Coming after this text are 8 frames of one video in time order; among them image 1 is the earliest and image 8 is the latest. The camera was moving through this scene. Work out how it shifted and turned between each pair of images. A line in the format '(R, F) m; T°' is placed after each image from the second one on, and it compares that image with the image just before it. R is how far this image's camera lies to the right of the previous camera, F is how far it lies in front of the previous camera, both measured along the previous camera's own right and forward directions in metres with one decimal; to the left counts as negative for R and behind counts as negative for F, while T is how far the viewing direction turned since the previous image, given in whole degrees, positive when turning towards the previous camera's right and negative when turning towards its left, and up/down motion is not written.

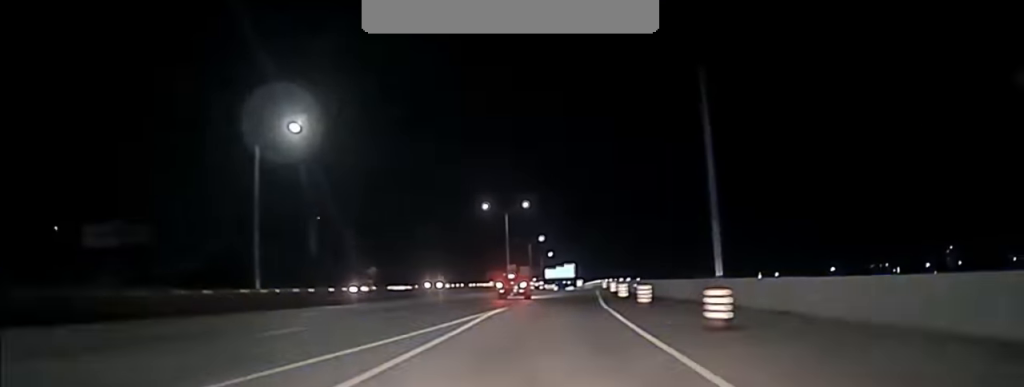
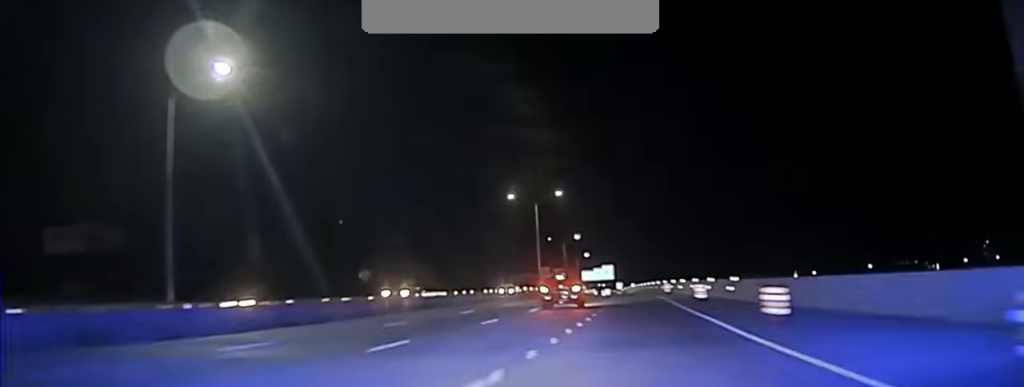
(-0.1, +27.0) m; -1°
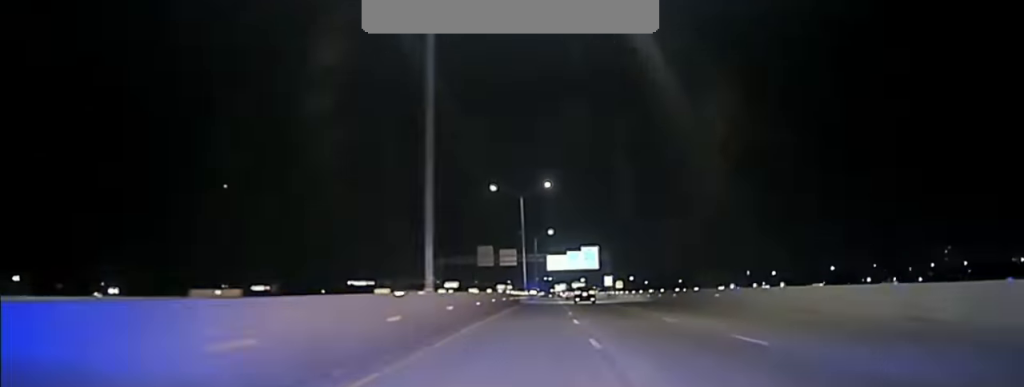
(-0.5, +102.6) m; +2°
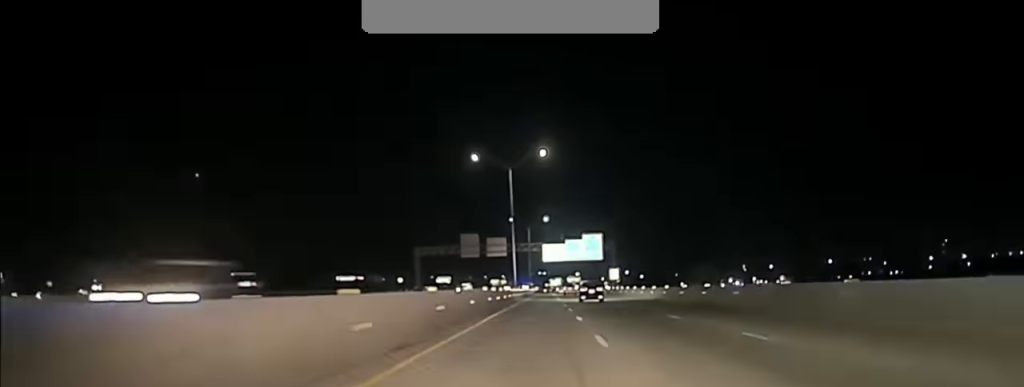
(+0.3, +23.4) m; +1°
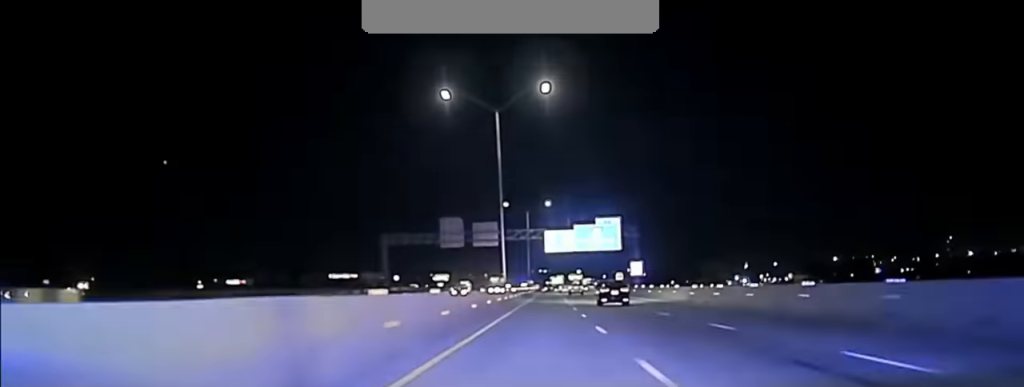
(+0.2, +28.5) m; 0°
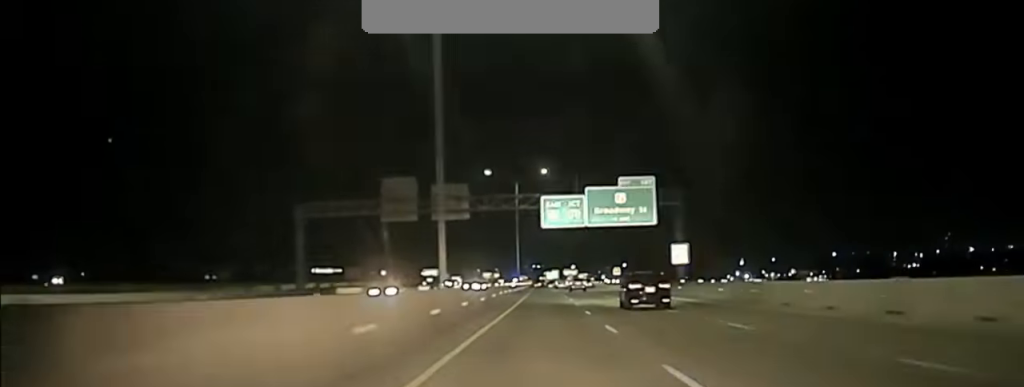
(0.0, +37.4) m; 0°
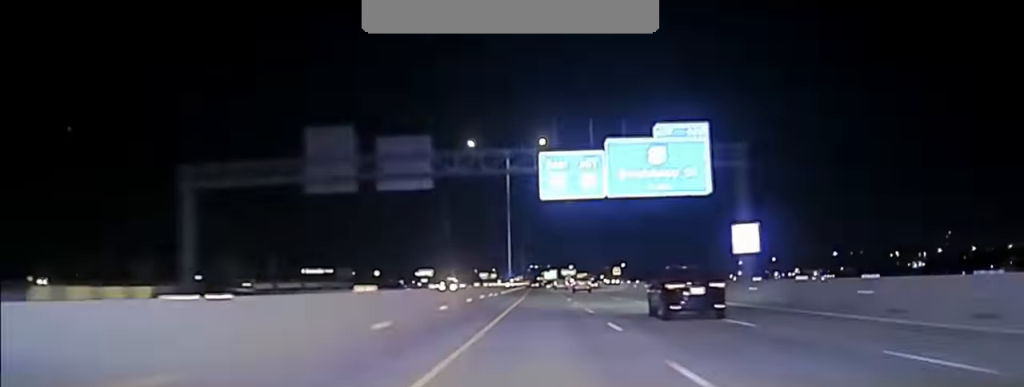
(0.0, +23.8) m; 0°
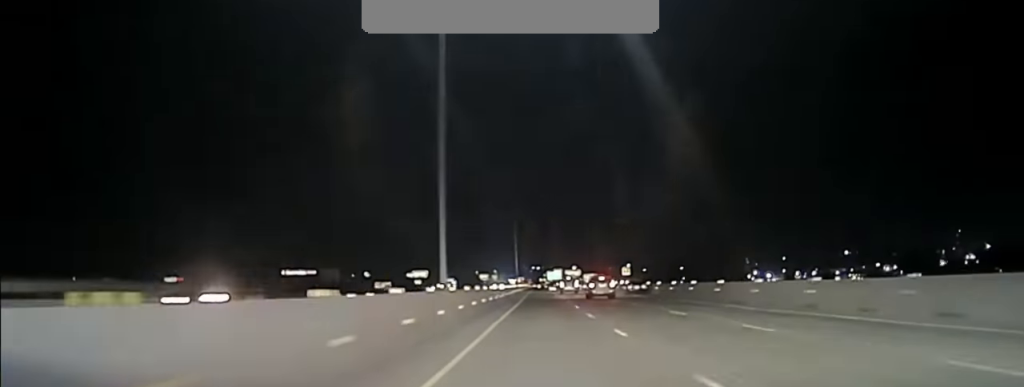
(+0.3, +62.0) m; 0°
